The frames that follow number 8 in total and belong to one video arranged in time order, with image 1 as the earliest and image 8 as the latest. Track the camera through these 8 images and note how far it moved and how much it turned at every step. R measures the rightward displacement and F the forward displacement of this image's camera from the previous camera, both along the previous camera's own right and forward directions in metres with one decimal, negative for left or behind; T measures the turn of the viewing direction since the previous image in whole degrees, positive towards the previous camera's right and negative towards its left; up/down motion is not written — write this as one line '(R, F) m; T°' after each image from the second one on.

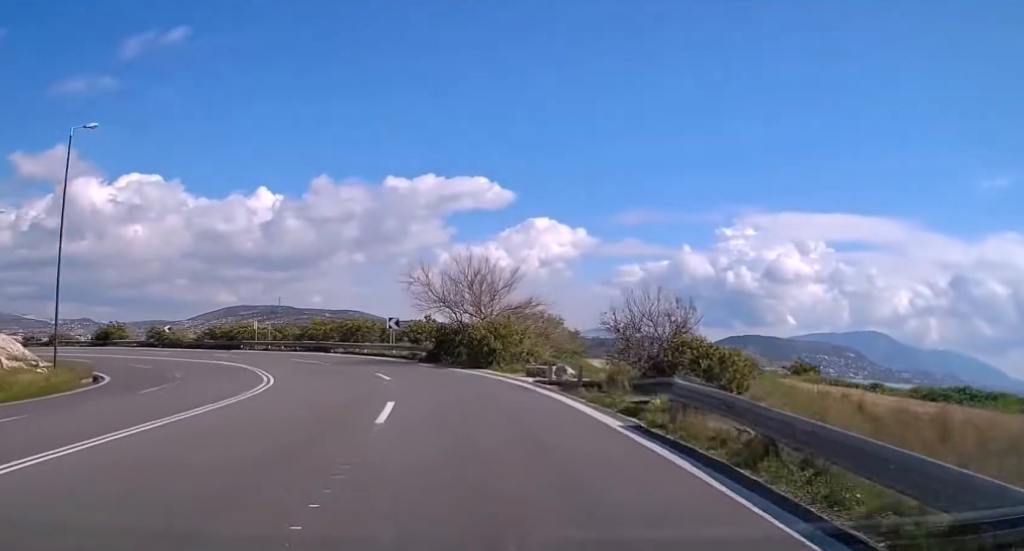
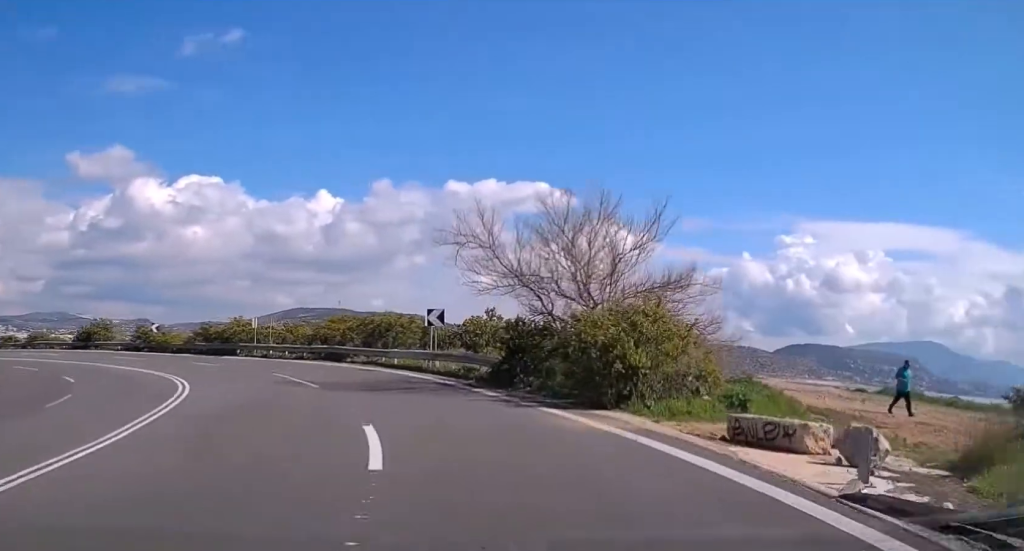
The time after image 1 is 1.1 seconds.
(-1.1, +15.9) m; -9°
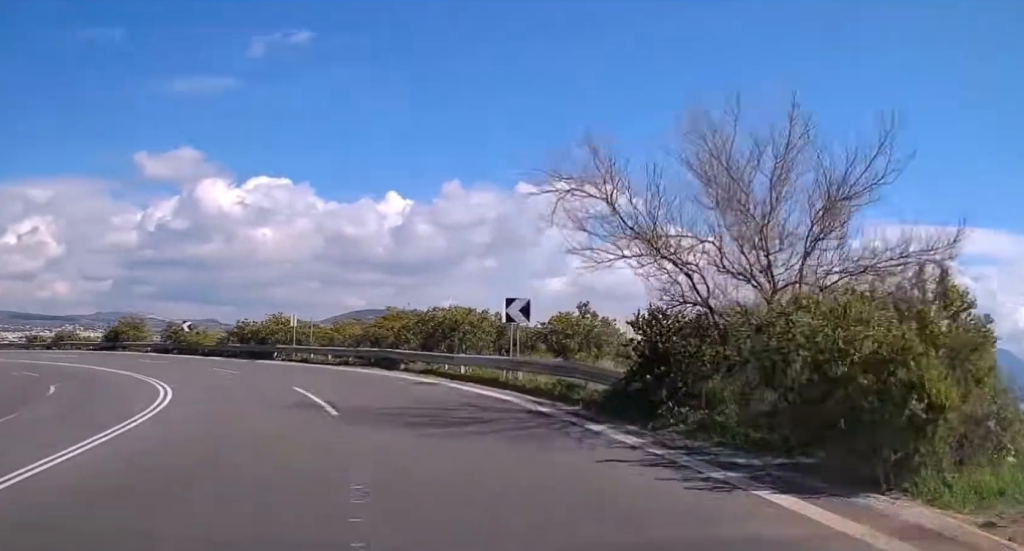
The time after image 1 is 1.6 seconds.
(-0.5, +7.5) m; -6°
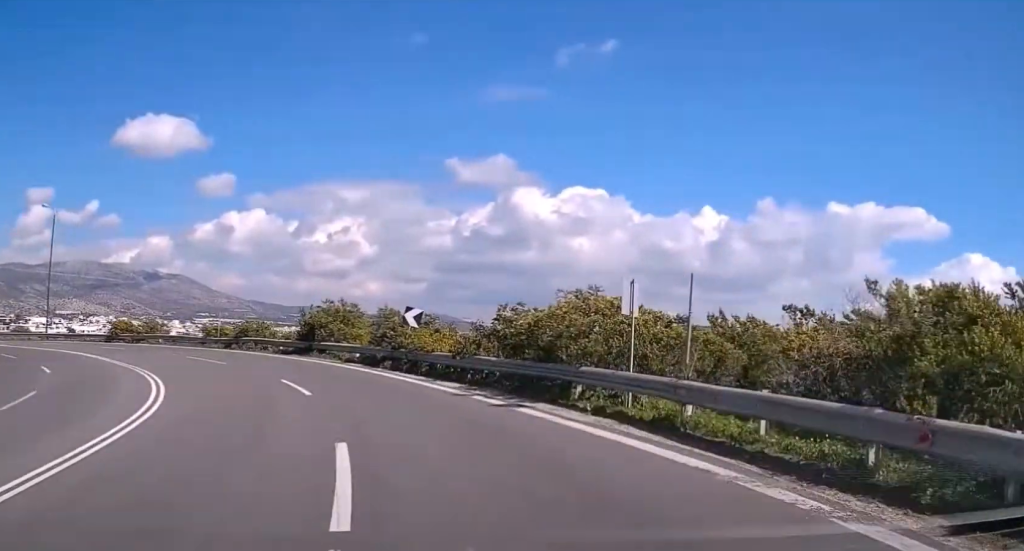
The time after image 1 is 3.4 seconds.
(-4.4, +23.0) m; -23°
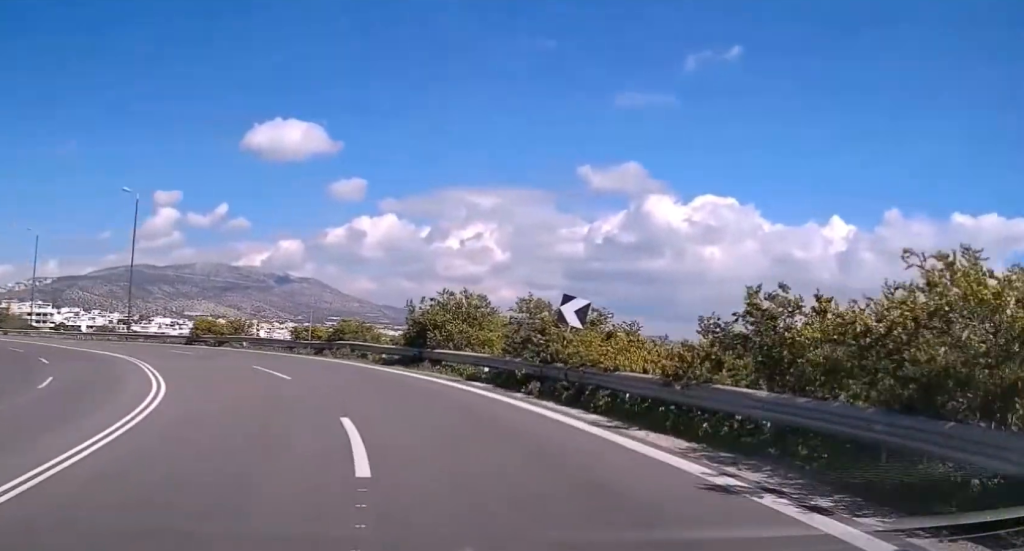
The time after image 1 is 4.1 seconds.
(-0.7, +9.9) m; -10°
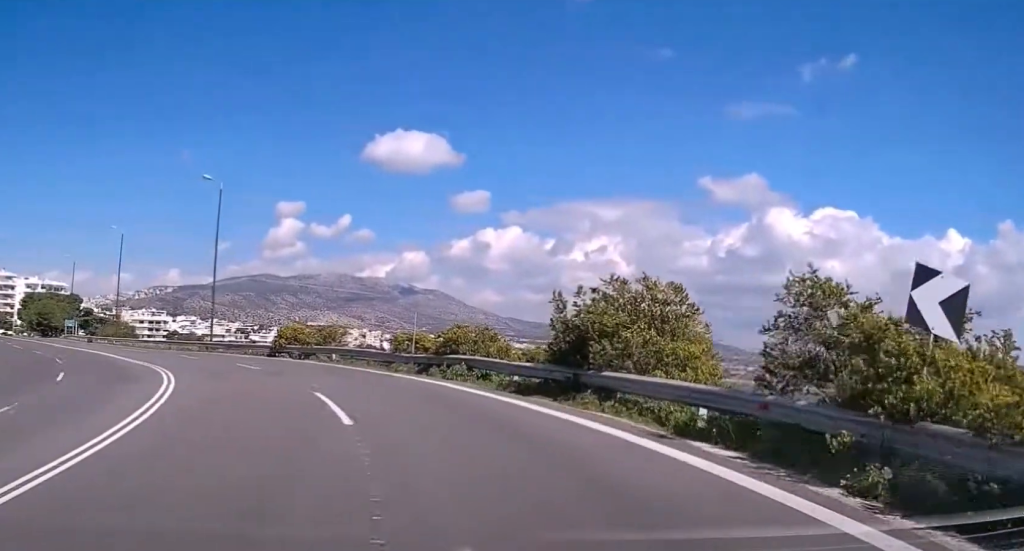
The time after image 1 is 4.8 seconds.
(-0.9, +9.5) m; -8°
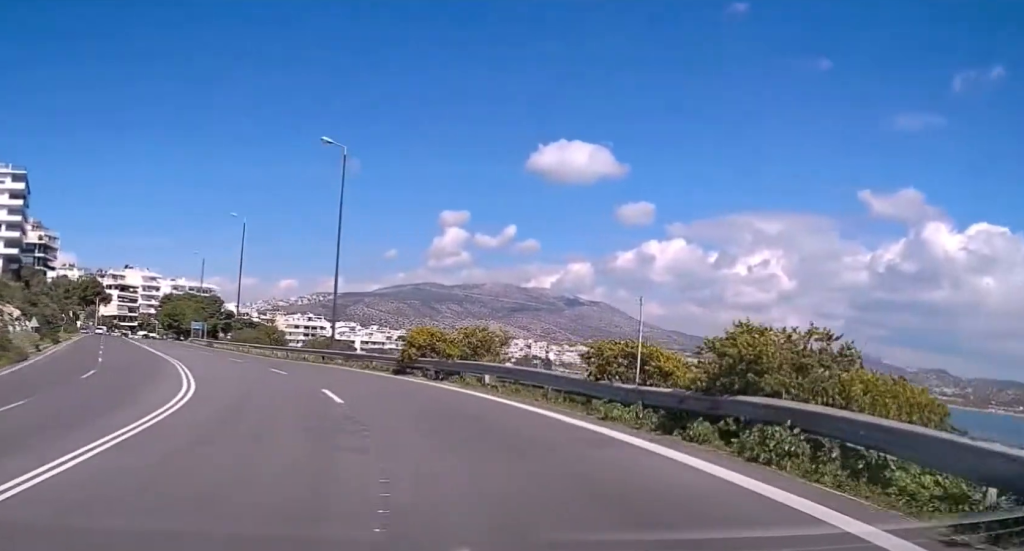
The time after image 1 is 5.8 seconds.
(-1.2, +13.0) m; -10°
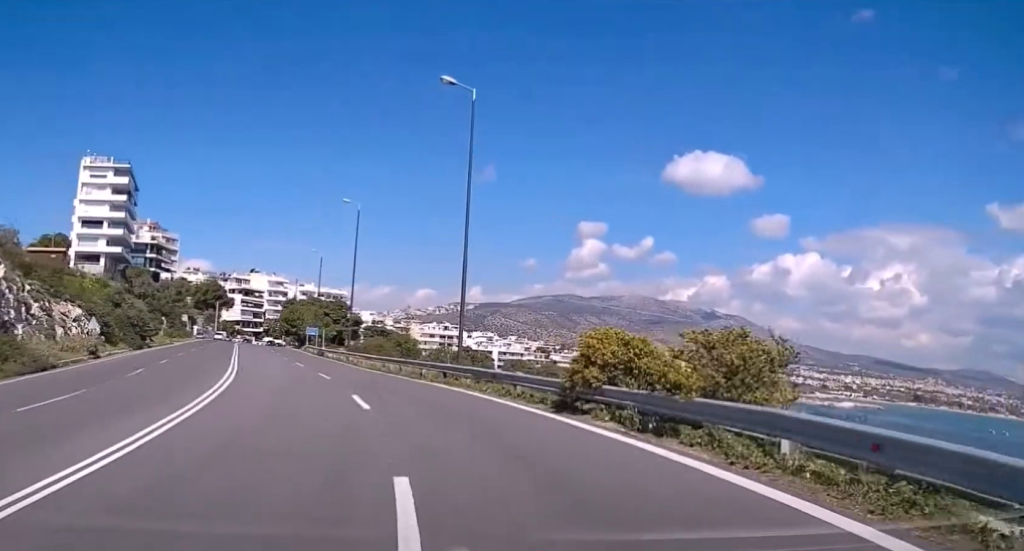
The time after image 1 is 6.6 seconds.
(-1.0, +11.7) m; -9°
